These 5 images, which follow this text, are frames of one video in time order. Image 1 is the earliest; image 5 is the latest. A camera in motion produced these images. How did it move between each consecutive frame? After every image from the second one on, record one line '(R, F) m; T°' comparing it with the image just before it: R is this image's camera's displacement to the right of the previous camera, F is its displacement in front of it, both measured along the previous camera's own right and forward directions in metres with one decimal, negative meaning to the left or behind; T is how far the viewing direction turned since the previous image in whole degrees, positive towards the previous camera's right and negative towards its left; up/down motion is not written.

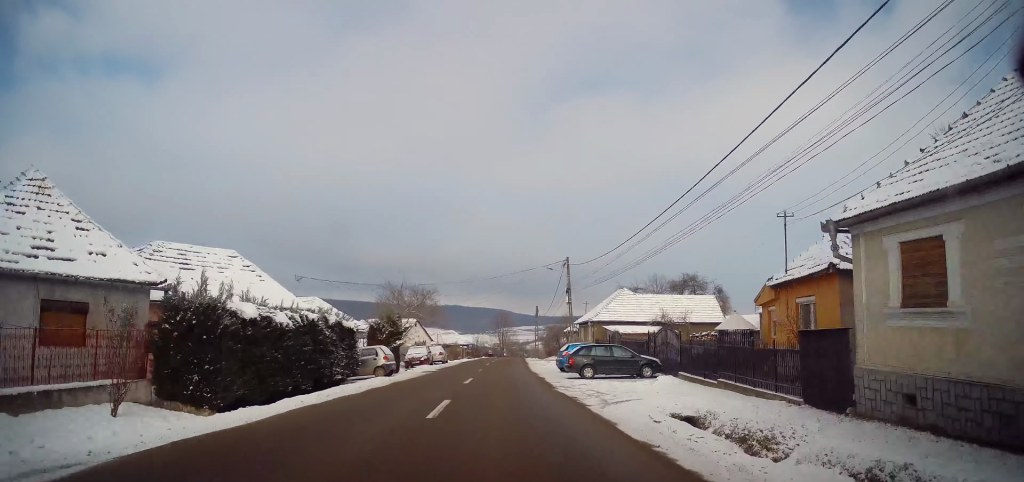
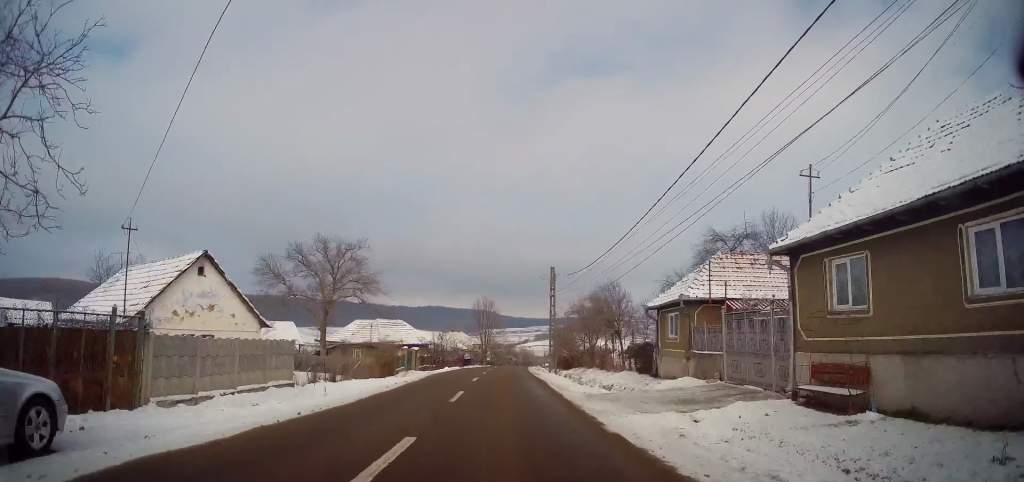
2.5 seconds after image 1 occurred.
(+0.8, +41.0) m; +2°
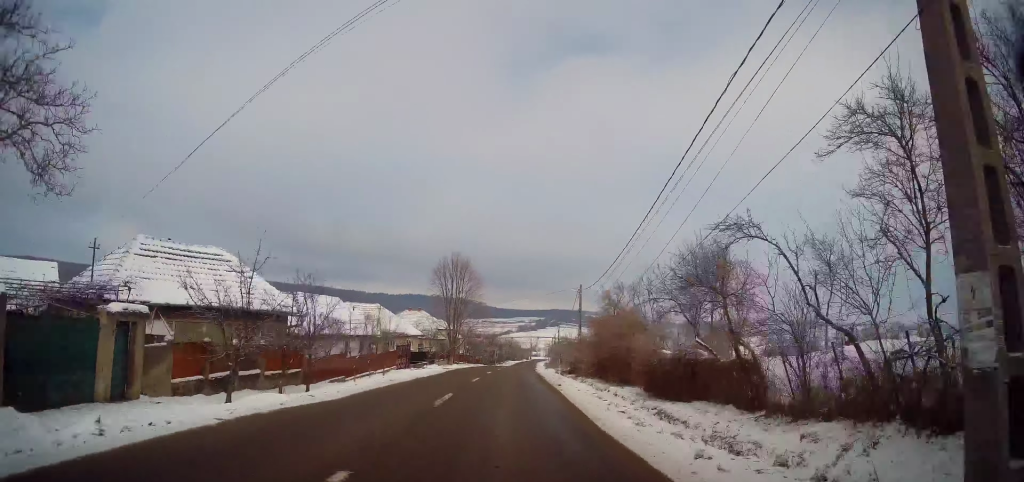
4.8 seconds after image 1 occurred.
(+0.5, +38.5) m; +2°
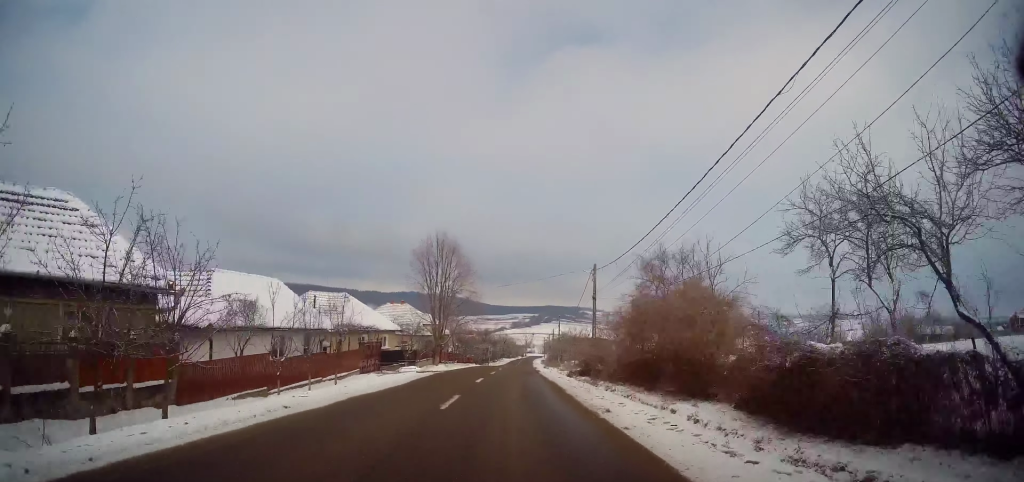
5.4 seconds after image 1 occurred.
(0.0, +9.6) m; +1°
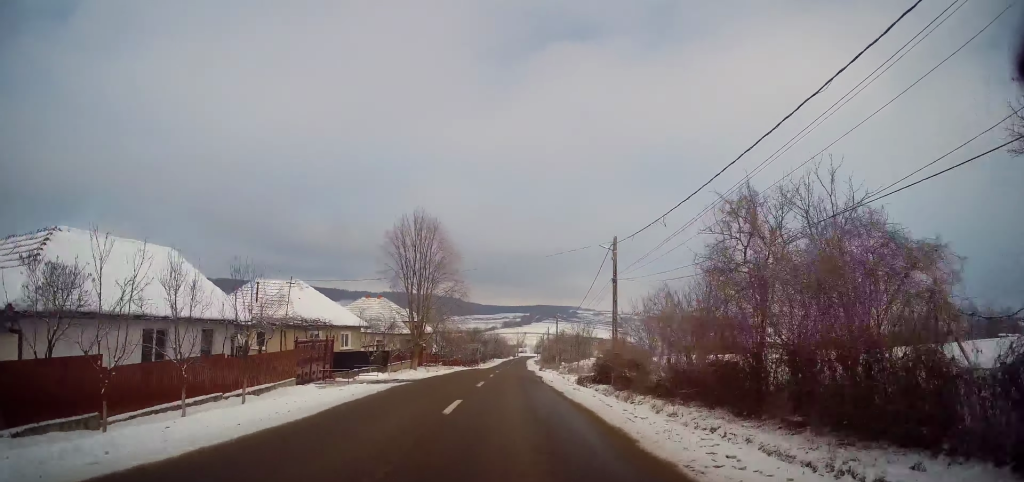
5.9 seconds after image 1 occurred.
(+0.3, +9.1) m; +1°
